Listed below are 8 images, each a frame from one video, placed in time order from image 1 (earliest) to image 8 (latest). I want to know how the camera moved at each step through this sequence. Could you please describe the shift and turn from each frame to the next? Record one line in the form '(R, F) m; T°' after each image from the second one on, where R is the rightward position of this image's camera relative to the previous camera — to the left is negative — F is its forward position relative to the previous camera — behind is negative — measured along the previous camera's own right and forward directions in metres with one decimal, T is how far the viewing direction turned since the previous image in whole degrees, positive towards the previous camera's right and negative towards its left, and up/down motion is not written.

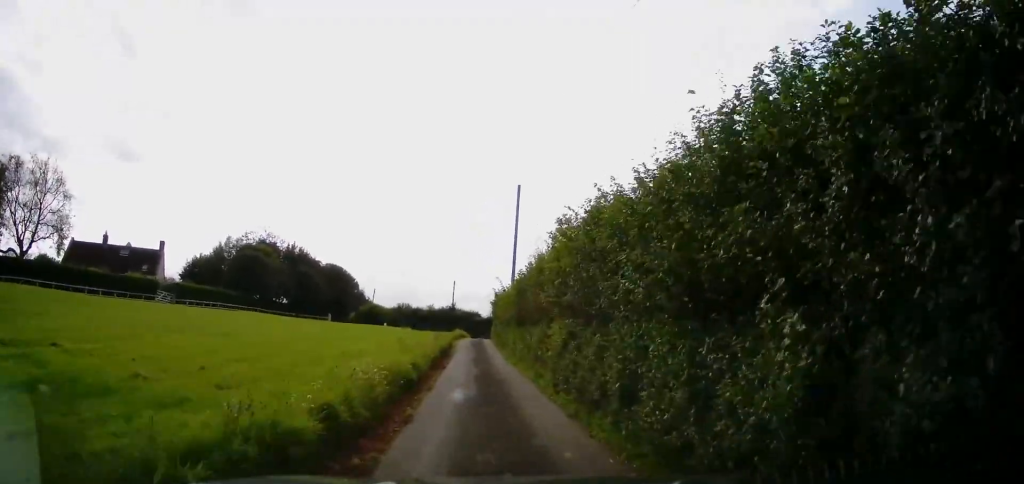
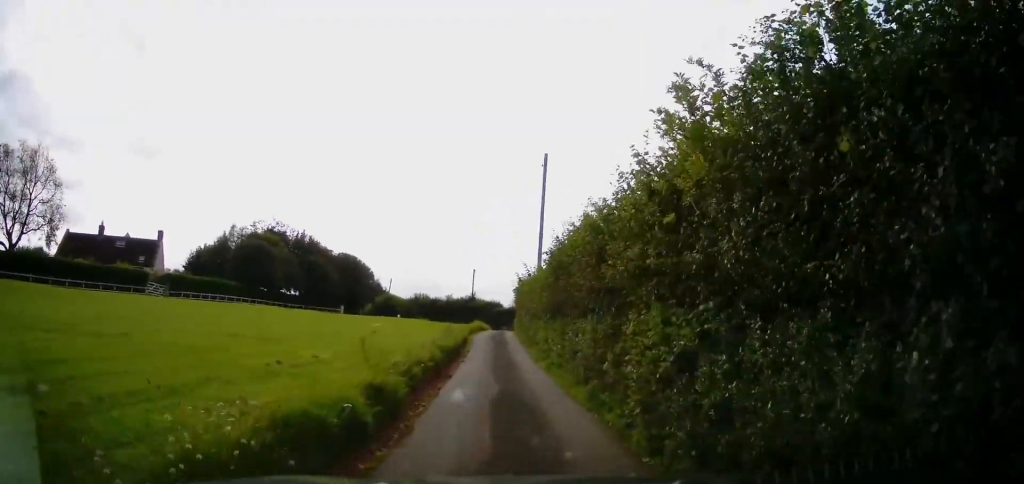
(0.0, +5.4) m; -1°
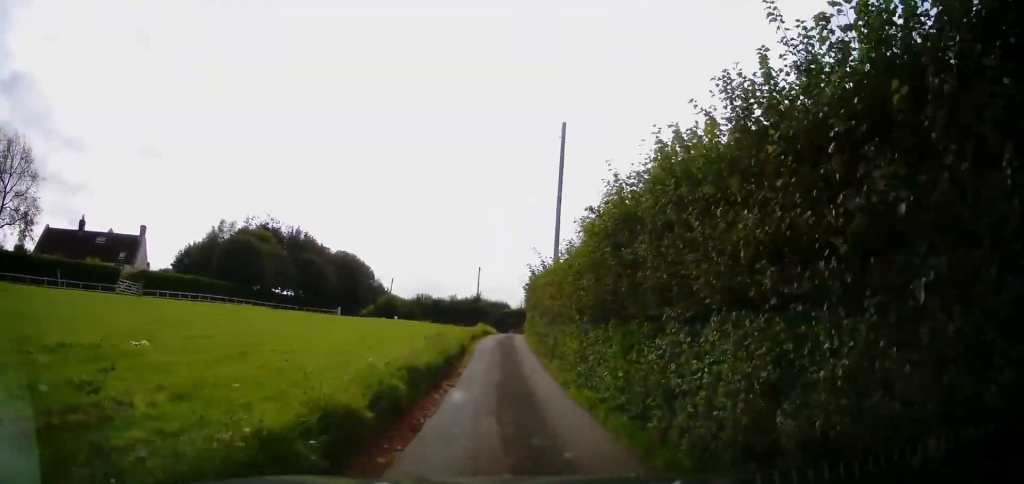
(-0.2, +5.4) m; 0°
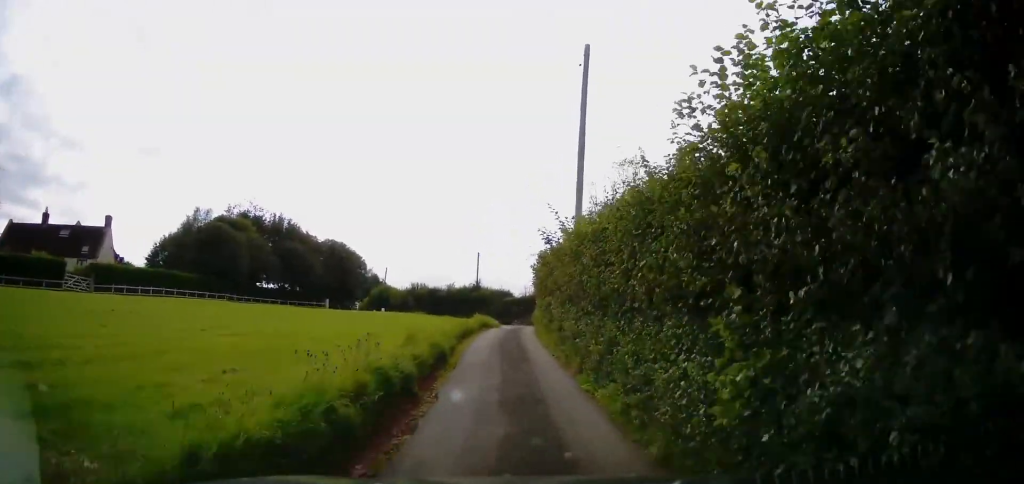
(+0.2, +7.5) m; +1°
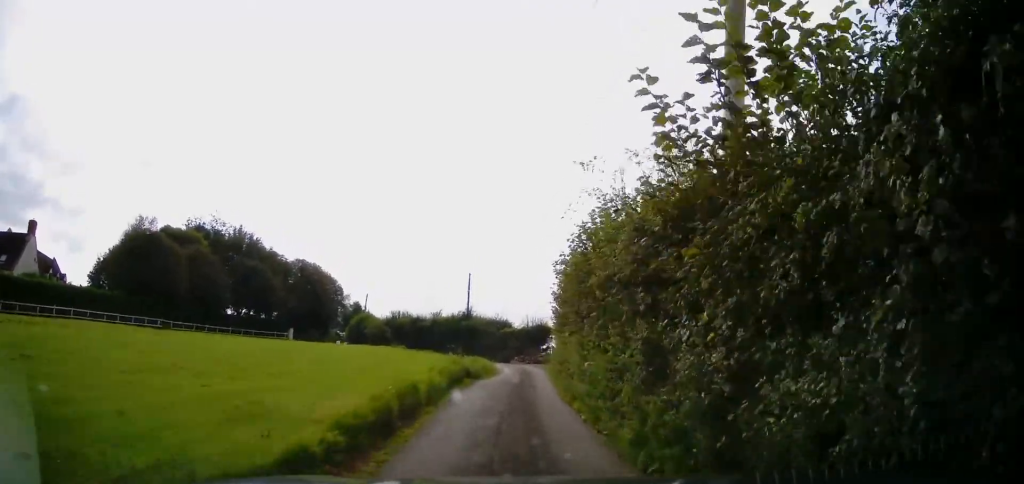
(-0.1, +13.6) m; -1°
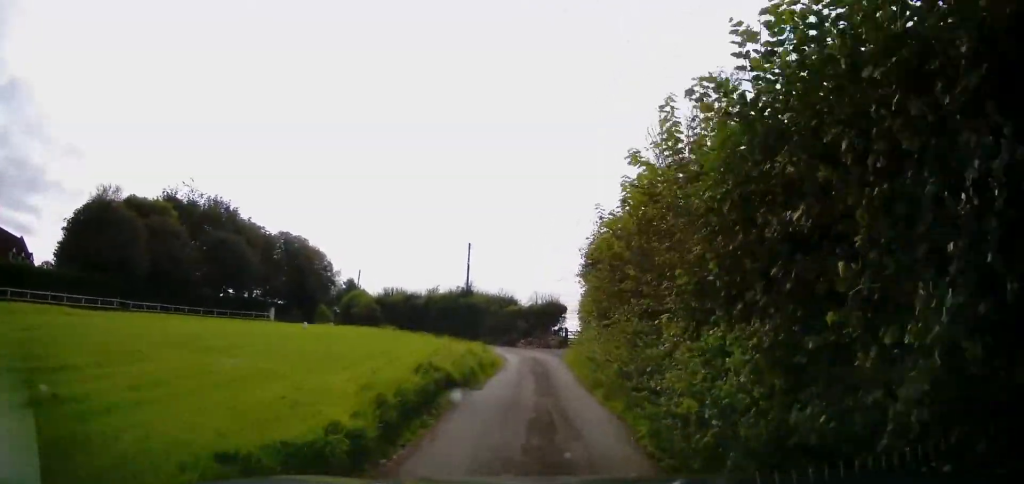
(0.0, +7.6) m; 0°
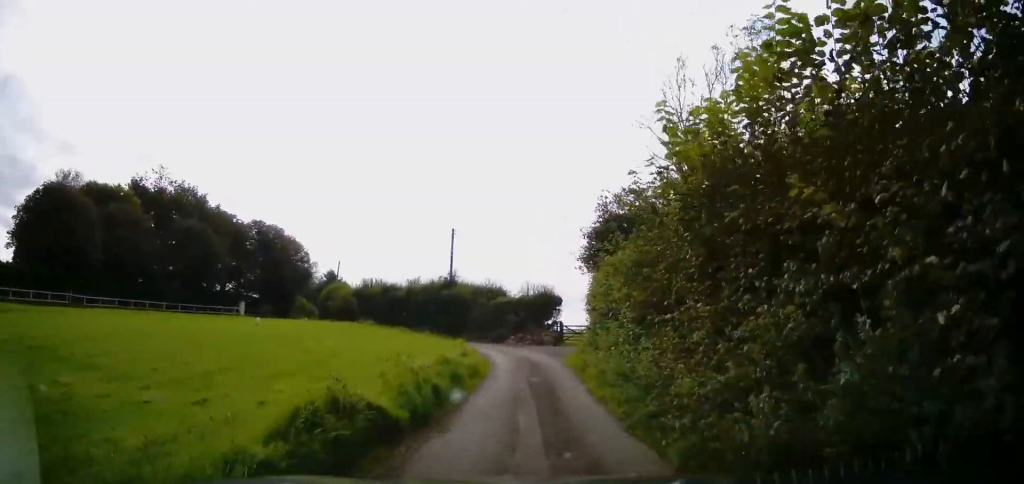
(0.0, +5.0) m; +1°
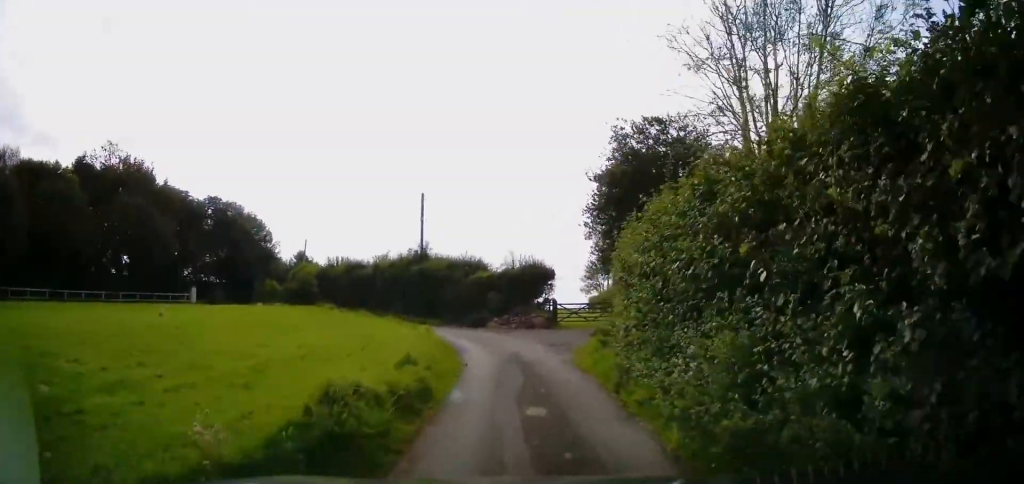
(+0.2, +7.2) m; +2°
